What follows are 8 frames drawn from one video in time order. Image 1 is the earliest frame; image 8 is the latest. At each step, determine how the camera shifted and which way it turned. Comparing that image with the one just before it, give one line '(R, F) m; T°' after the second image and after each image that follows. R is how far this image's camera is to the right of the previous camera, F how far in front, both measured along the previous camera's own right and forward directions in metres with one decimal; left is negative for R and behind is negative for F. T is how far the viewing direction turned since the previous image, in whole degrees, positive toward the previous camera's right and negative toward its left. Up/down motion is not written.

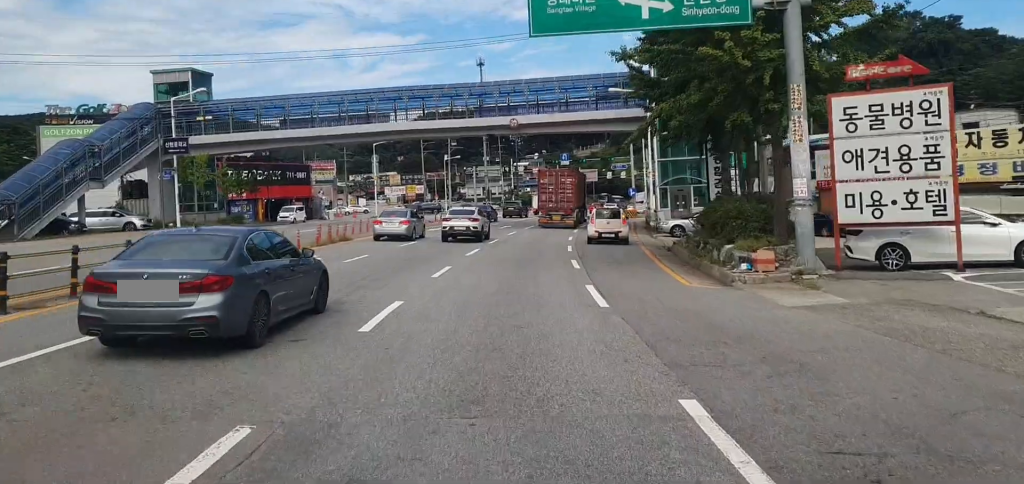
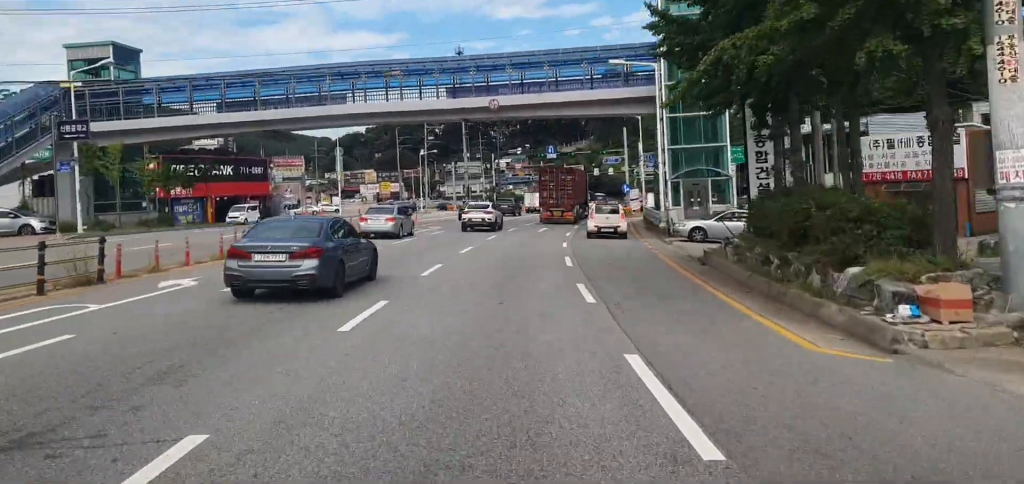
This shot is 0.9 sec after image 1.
(0.0, +8.4) m; 0°
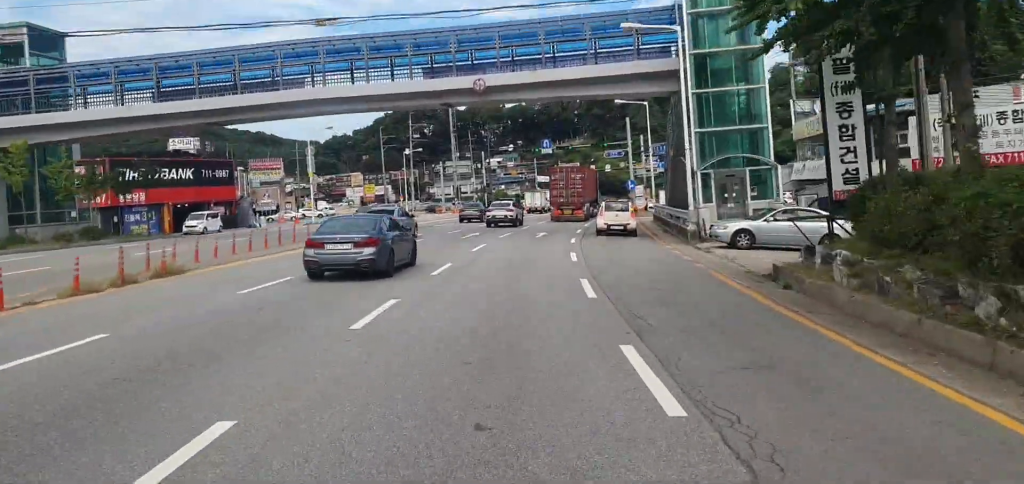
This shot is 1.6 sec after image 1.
(-0.1, +7.4) m; +1°
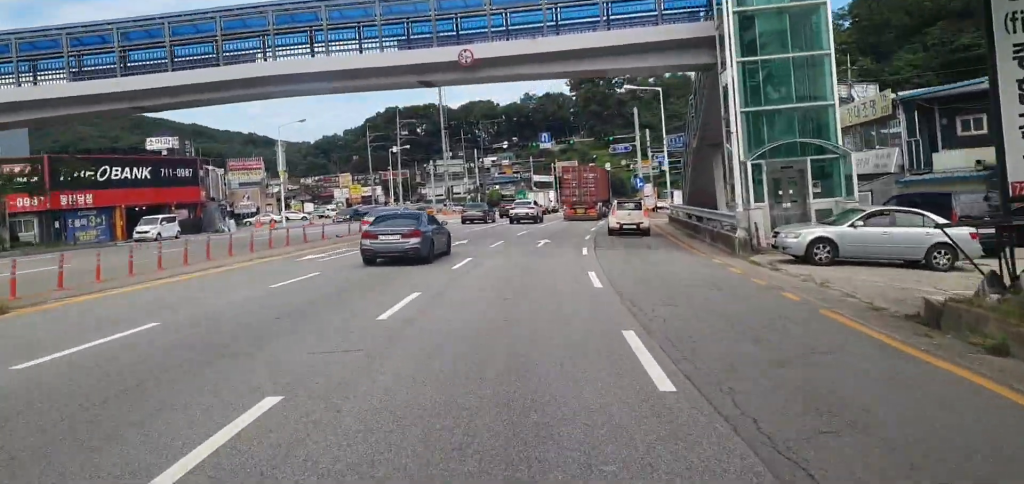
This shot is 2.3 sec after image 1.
(+0.2, +7.0) m; +2°
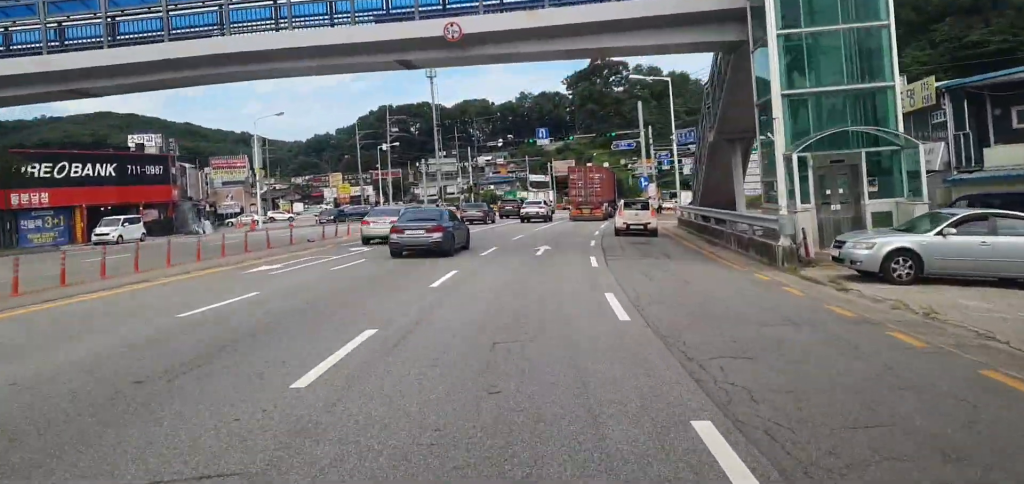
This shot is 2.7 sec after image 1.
(+0.1, +4.2) m; +1°
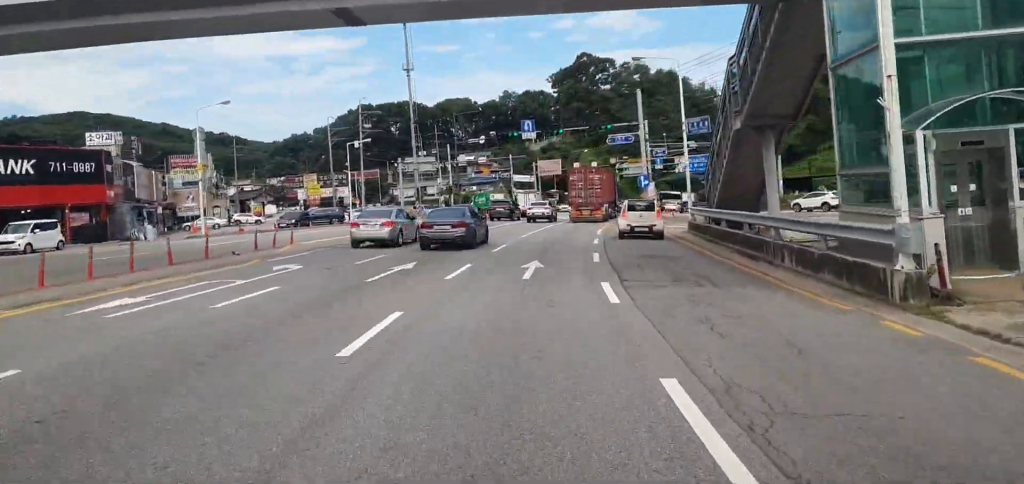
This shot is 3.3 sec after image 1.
(0.0, +6.9) m; 0°
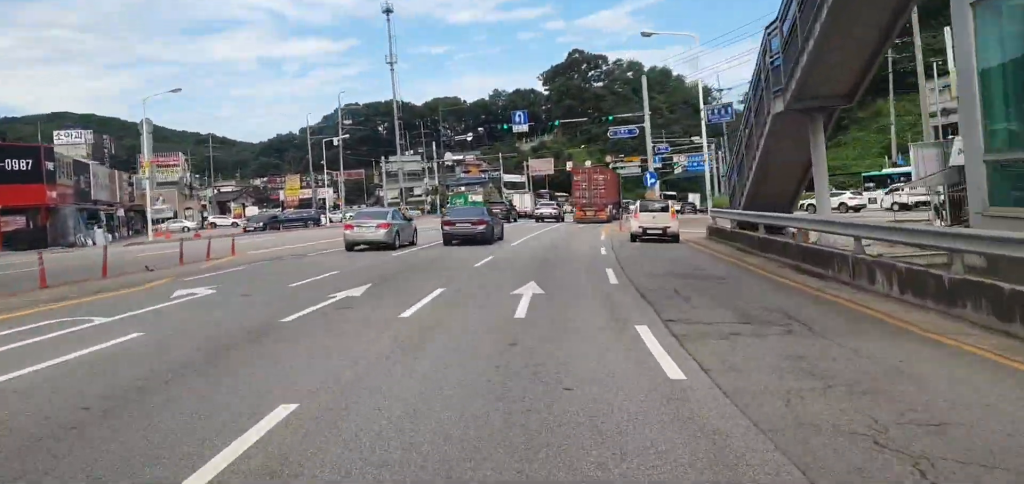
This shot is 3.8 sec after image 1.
(0.0, +5.5) m; 0°
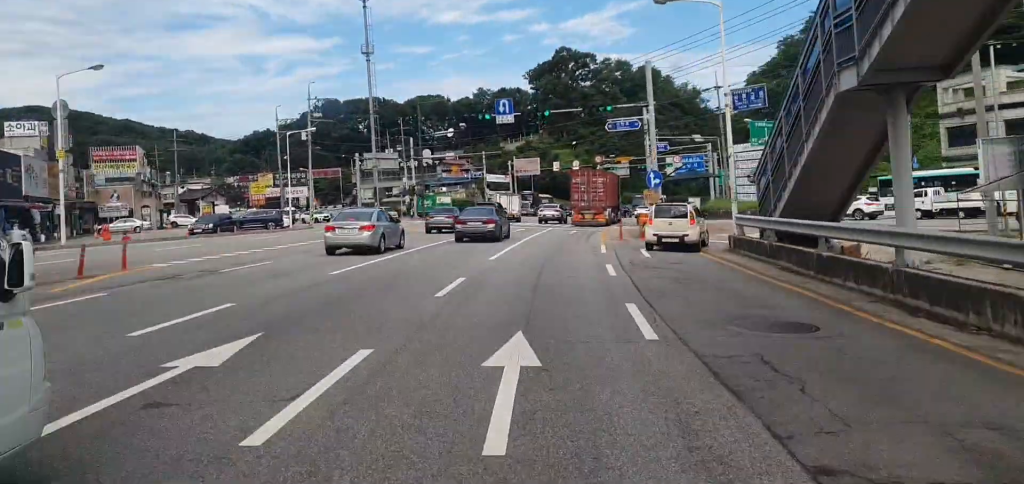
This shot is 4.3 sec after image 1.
(-0.1, +6.2) m; +1°
